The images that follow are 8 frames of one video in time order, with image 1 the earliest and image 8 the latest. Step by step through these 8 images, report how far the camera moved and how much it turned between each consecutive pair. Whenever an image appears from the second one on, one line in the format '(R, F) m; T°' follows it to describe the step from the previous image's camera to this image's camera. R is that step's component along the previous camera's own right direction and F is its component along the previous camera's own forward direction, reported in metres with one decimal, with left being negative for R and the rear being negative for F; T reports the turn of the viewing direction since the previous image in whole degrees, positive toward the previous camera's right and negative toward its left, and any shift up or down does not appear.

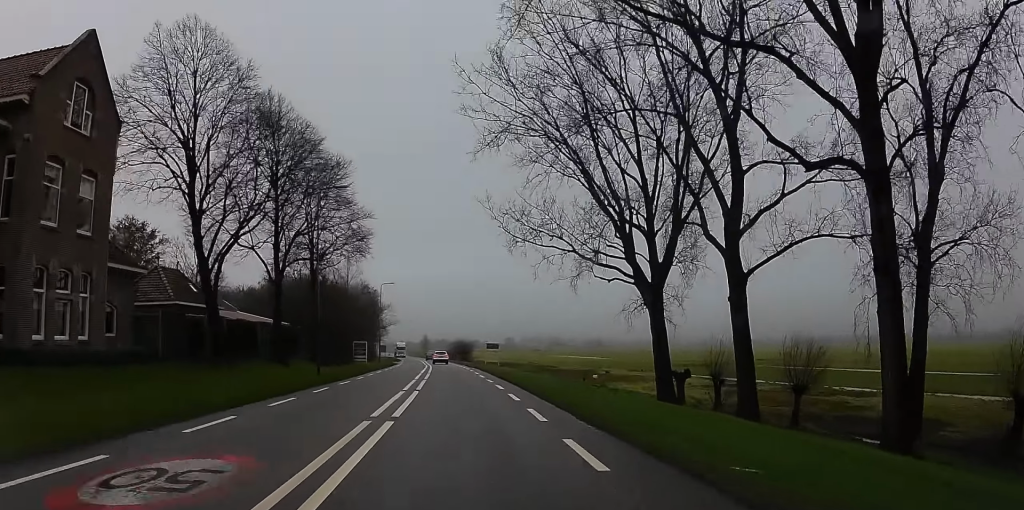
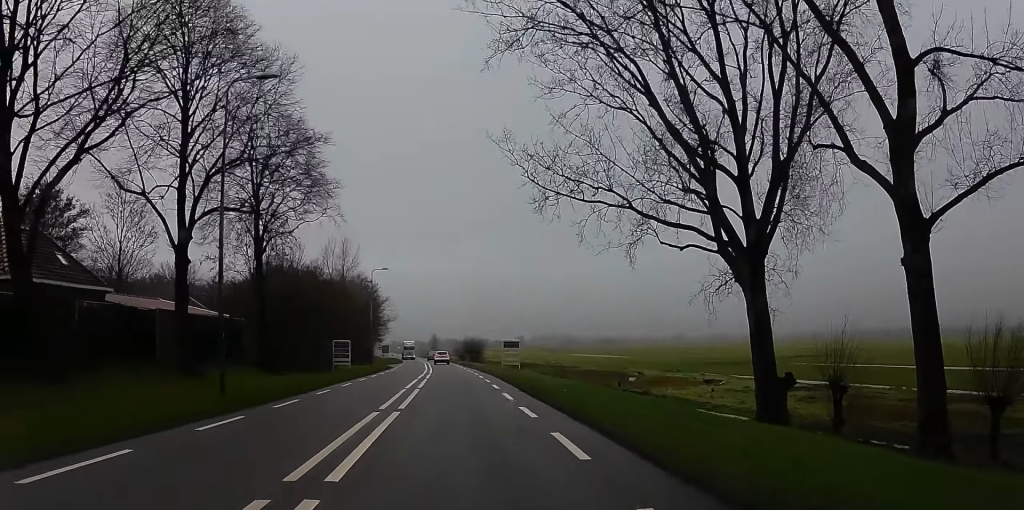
(0.0, +17.3) m; -1°
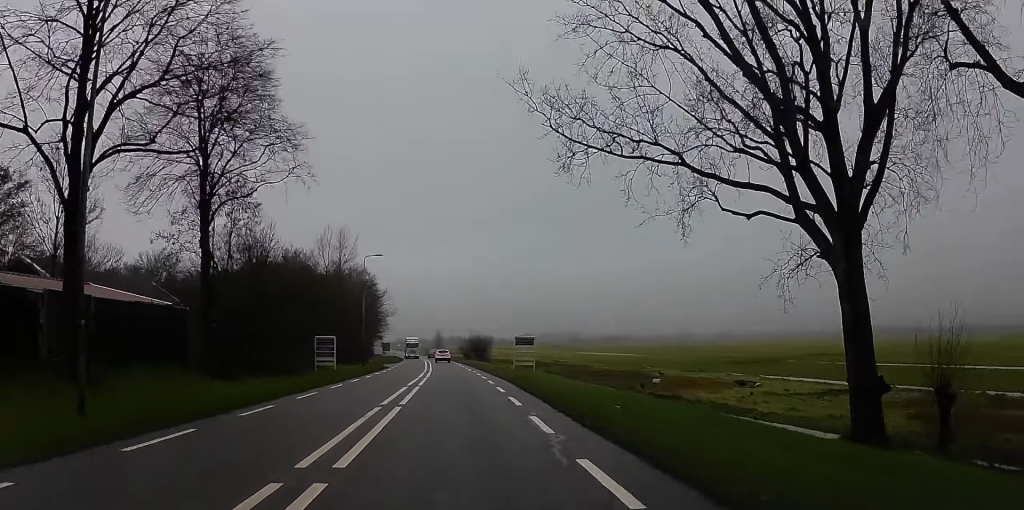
(-0.1, +8.9) m; -1°
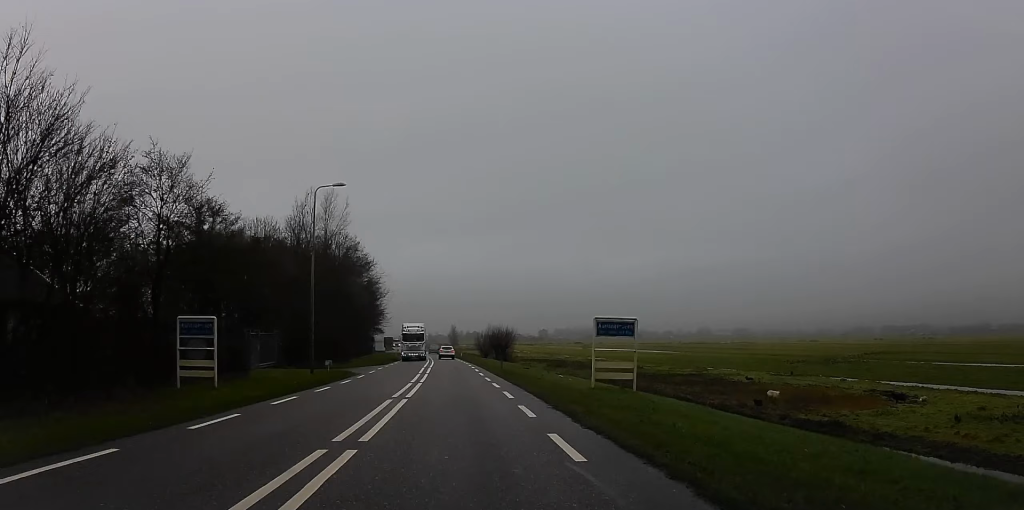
(0.0, +28.1) m; 0°
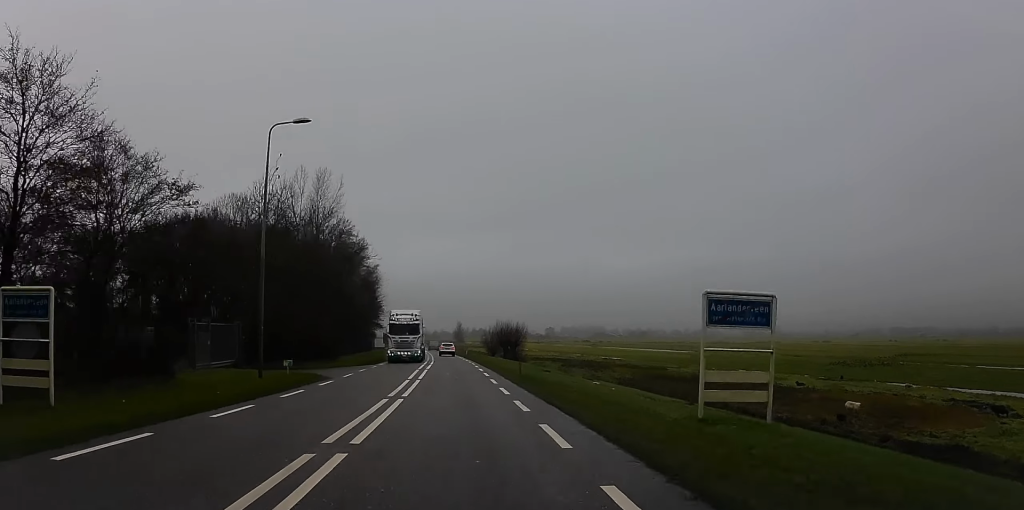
(0.0, +11.1) m; -1°
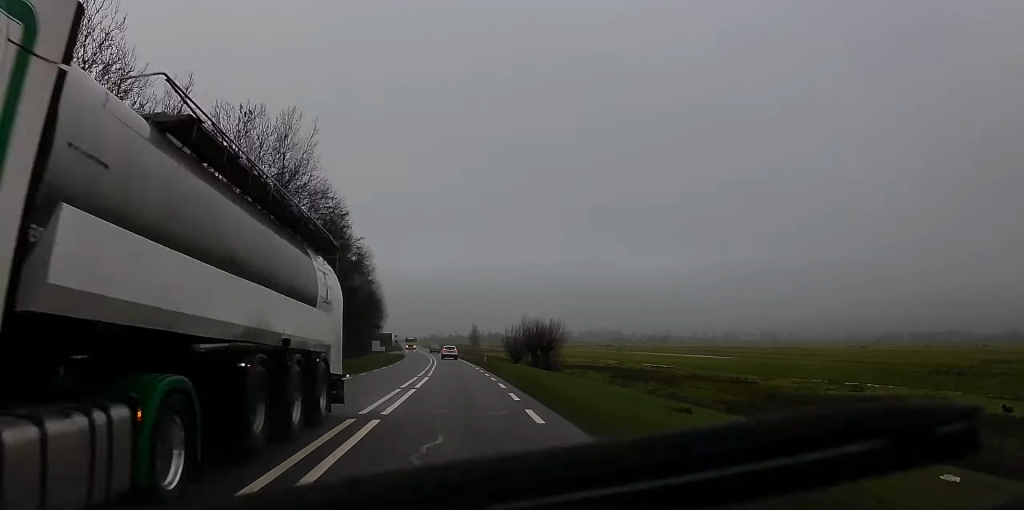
(-1.6, +26.4) m; -3°
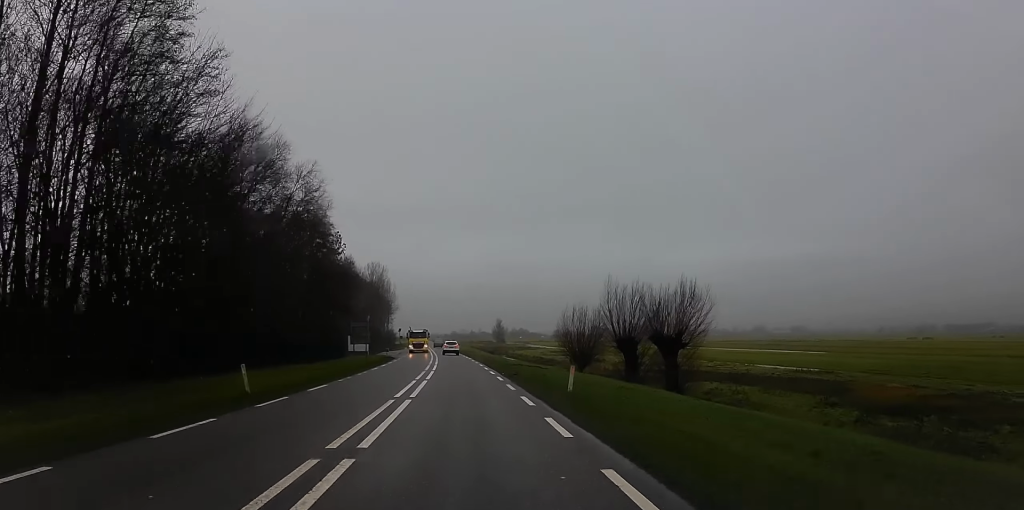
(+1.1, +44.6) m; -1°
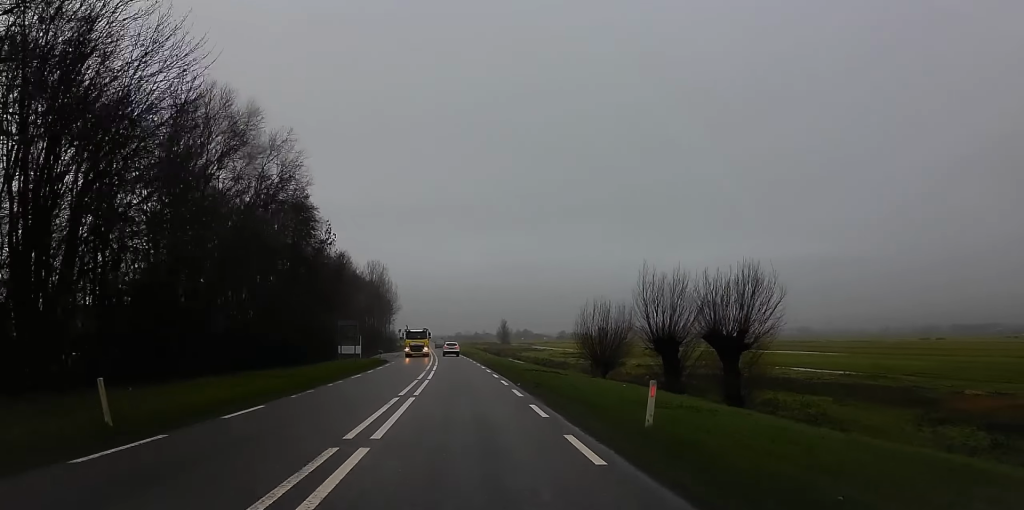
(-0.1, +8.8) m; -1°
